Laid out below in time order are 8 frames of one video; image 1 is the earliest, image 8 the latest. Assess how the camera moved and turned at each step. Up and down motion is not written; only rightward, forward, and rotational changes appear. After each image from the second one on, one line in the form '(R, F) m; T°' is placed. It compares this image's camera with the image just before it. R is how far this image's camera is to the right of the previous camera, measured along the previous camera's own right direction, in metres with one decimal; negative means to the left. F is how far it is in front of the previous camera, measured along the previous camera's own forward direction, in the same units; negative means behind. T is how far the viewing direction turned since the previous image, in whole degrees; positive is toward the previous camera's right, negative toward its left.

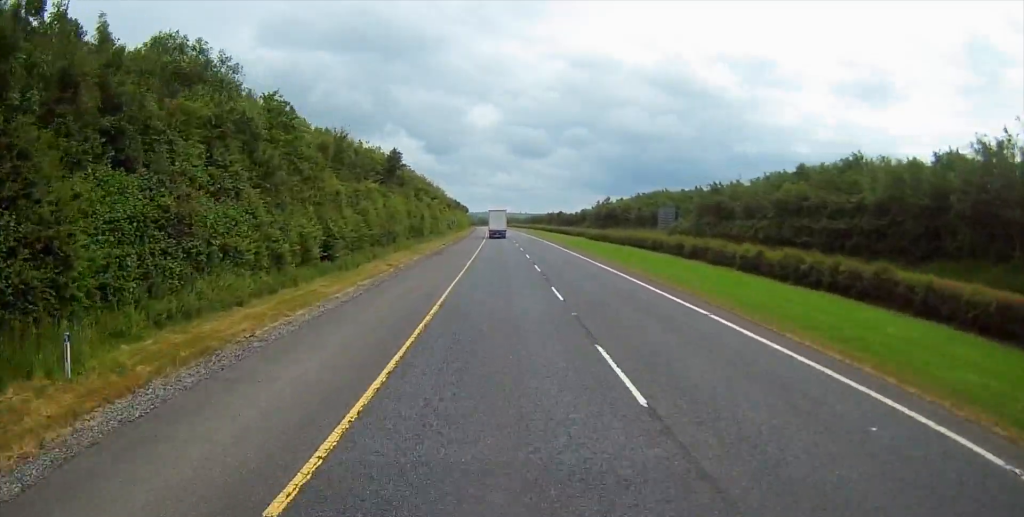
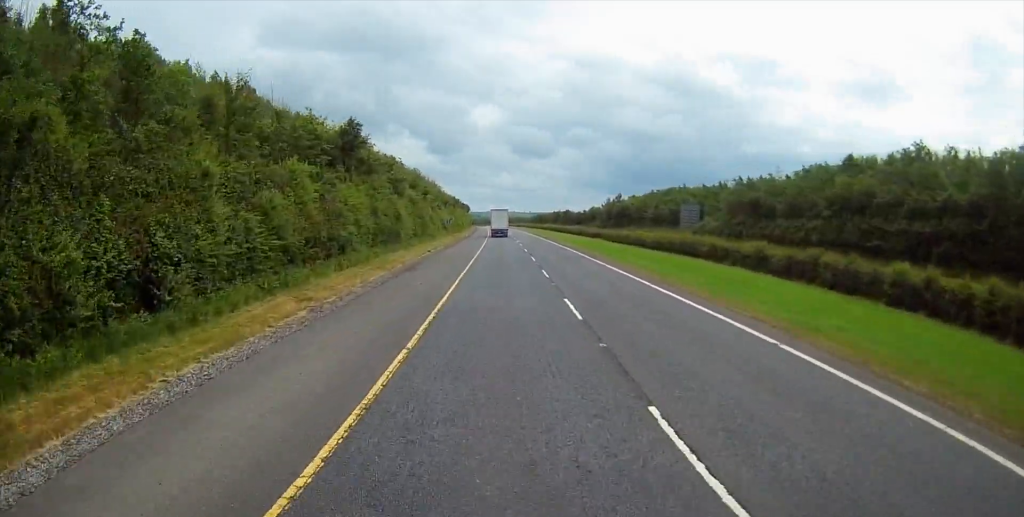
(0.0, +16.2) m; 0°
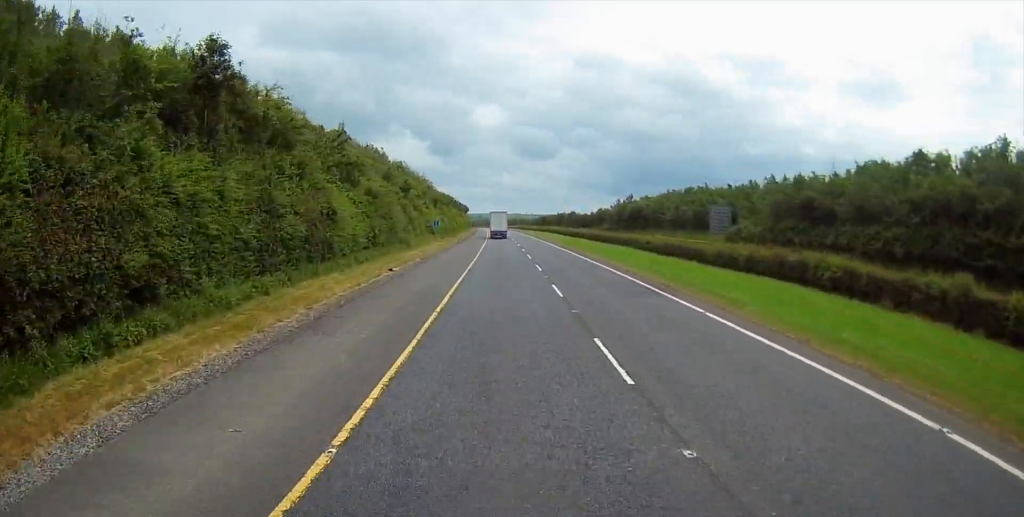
(0.0, +18.5) m; -1°
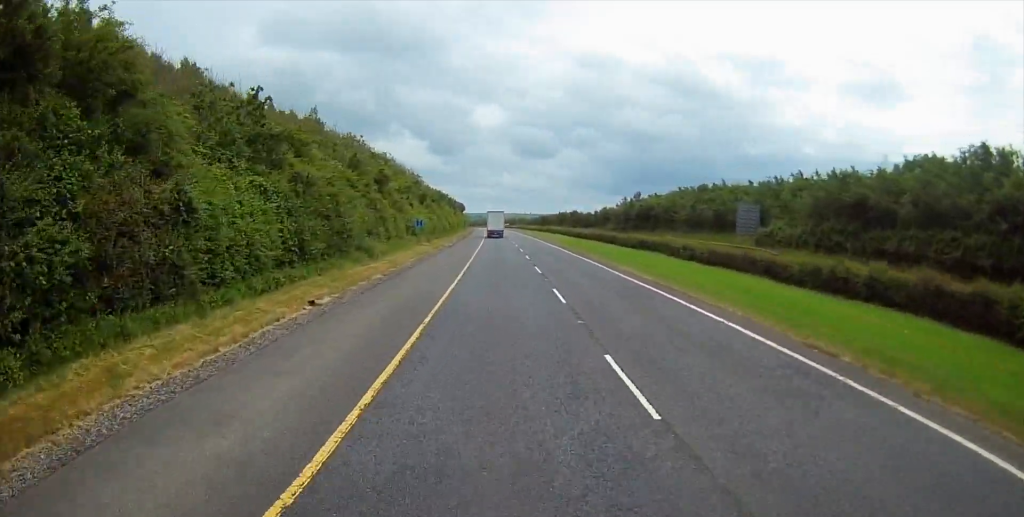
(-0.1, +13.9) m; 0°
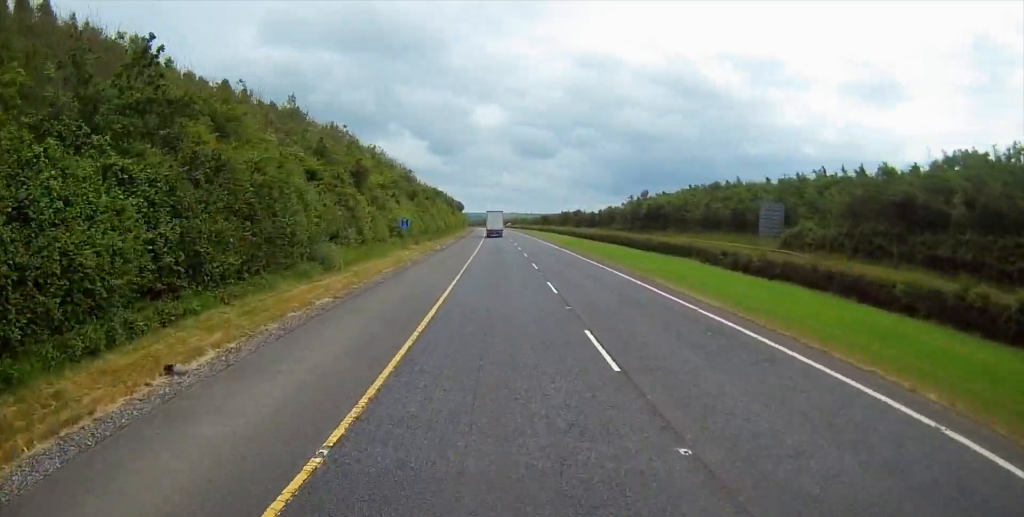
(-0.1, +9.3) m; 0°
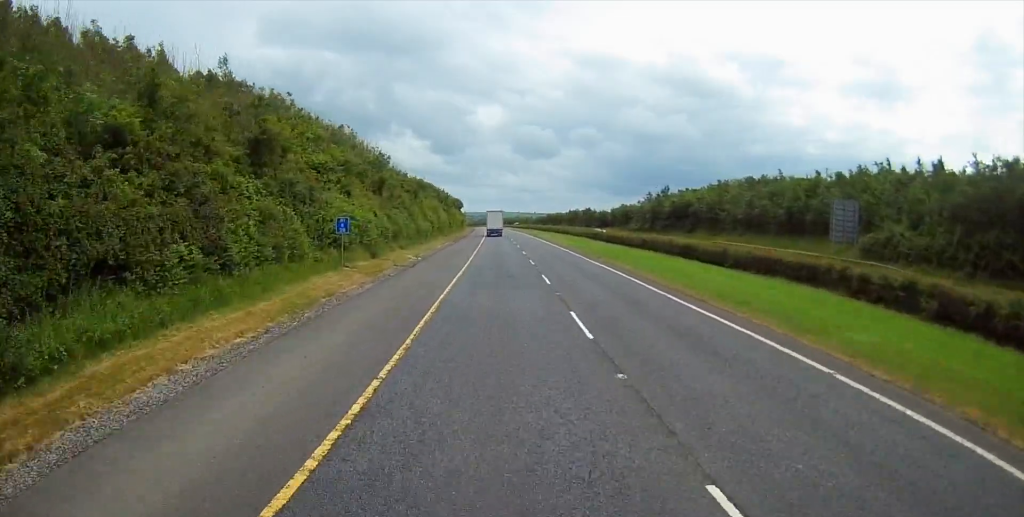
(+0.1, +20.8) m; 0°
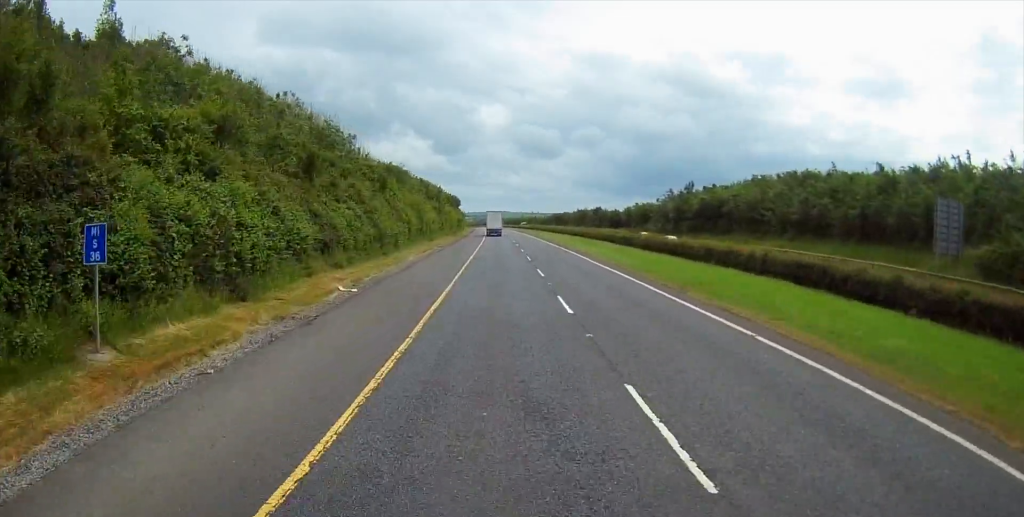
(-0.1, +20.1) m; 0°
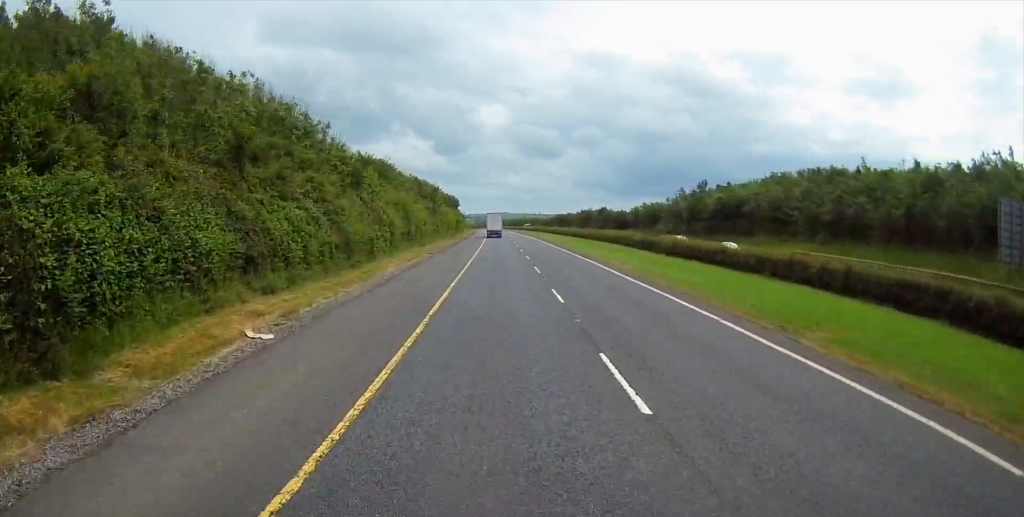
(-0.1, +9.3) m; 0°
